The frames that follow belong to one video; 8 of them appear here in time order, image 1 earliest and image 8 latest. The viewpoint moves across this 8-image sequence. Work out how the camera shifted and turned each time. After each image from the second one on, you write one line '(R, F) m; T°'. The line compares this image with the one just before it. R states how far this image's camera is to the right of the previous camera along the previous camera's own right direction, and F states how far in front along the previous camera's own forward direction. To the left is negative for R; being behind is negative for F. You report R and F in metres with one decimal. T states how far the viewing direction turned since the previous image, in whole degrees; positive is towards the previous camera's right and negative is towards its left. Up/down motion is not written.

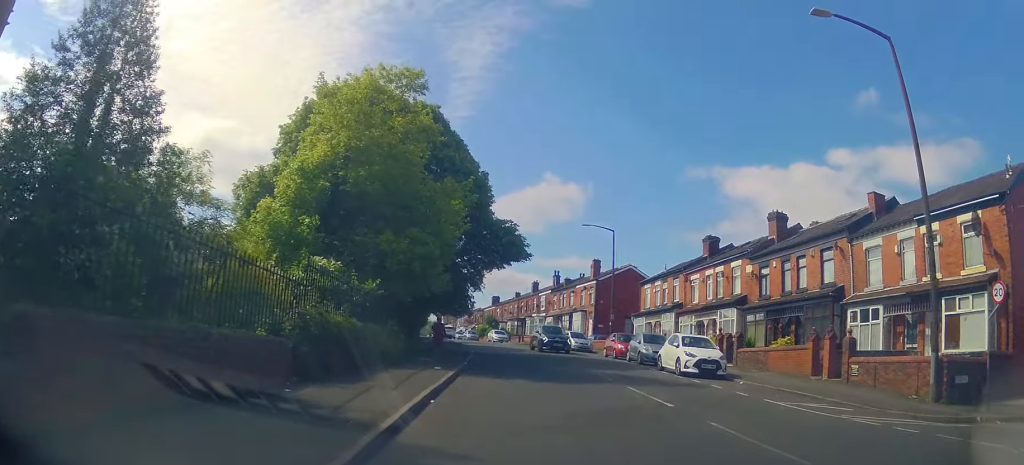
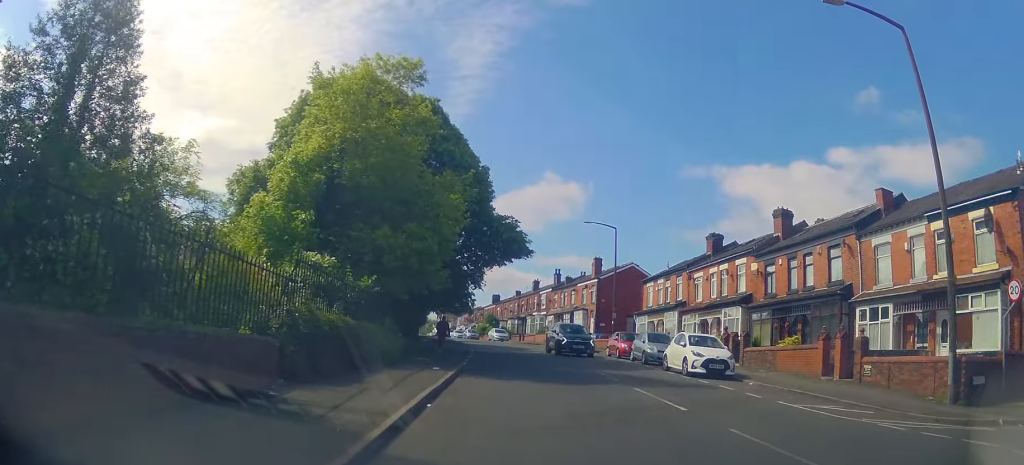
(0.0, +1.1) m; -3°
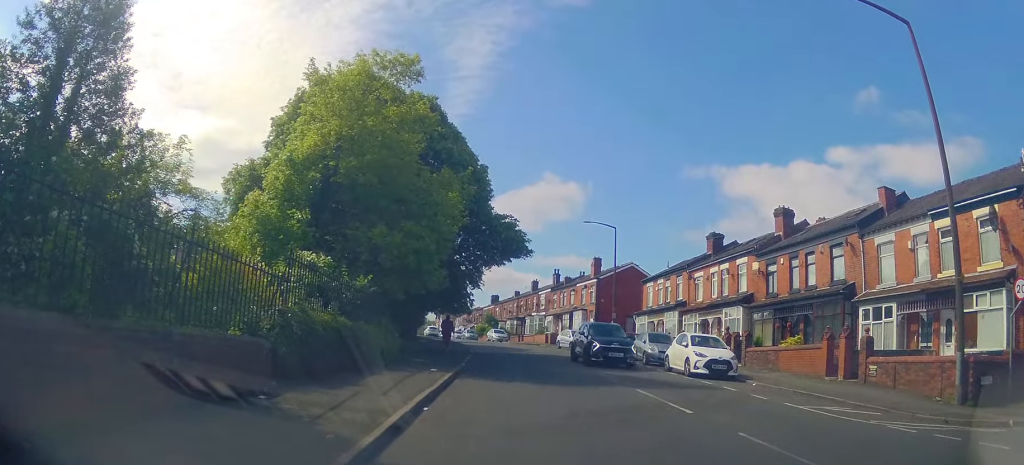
(-0.1, +1.2) m; -1°
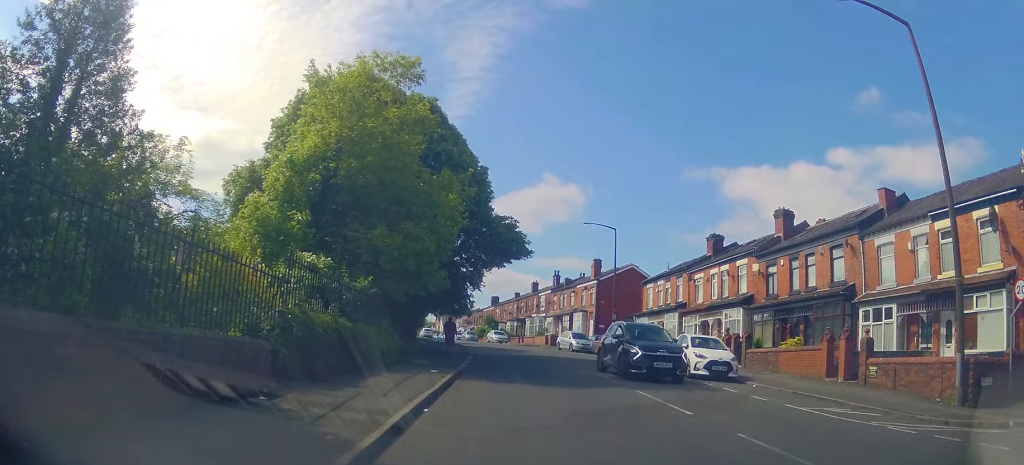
(0.0, +0.6) m; 0°
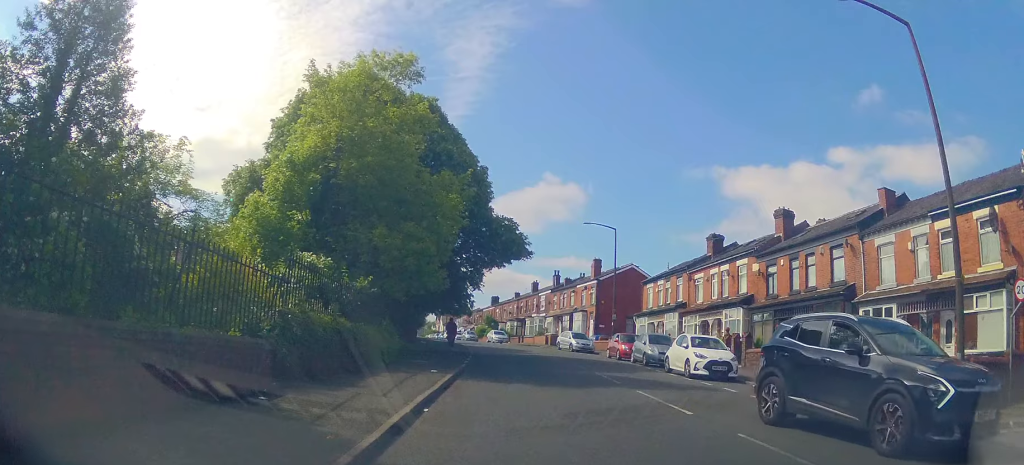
(+0.2, +0.4) m; 0°
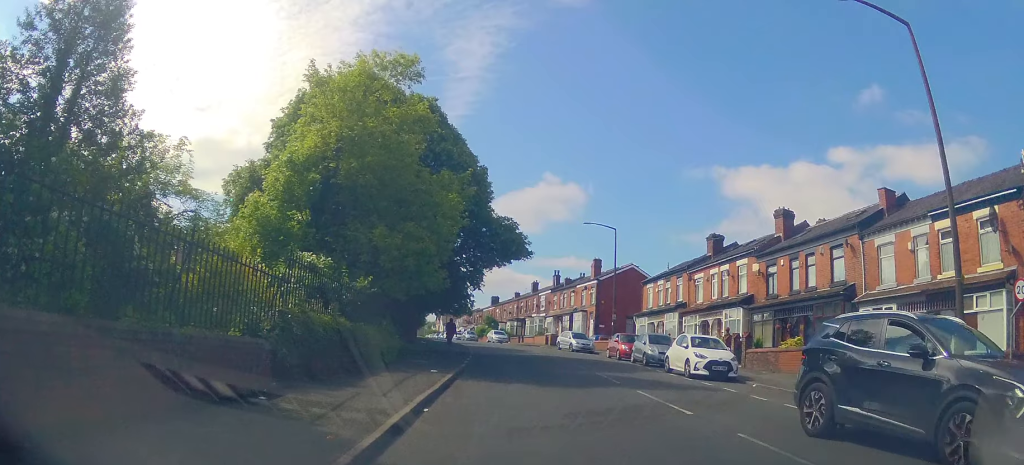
(0.0, 0.0) m; 0°
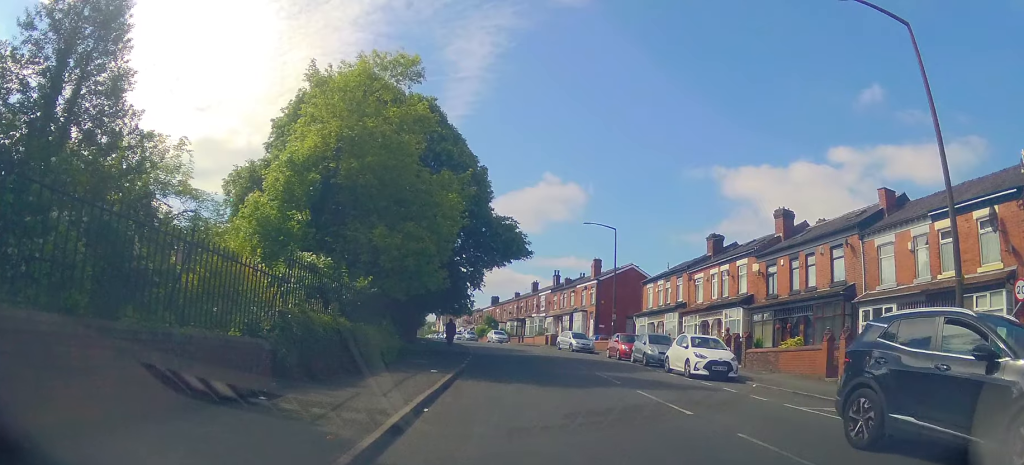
(0.0, 0.0) m; 0°
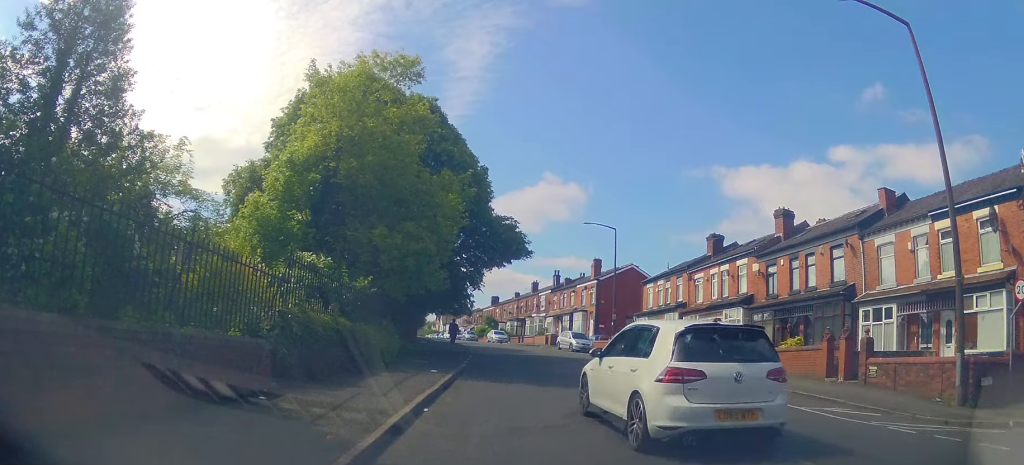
(0.0, 0.0) m; 0°
